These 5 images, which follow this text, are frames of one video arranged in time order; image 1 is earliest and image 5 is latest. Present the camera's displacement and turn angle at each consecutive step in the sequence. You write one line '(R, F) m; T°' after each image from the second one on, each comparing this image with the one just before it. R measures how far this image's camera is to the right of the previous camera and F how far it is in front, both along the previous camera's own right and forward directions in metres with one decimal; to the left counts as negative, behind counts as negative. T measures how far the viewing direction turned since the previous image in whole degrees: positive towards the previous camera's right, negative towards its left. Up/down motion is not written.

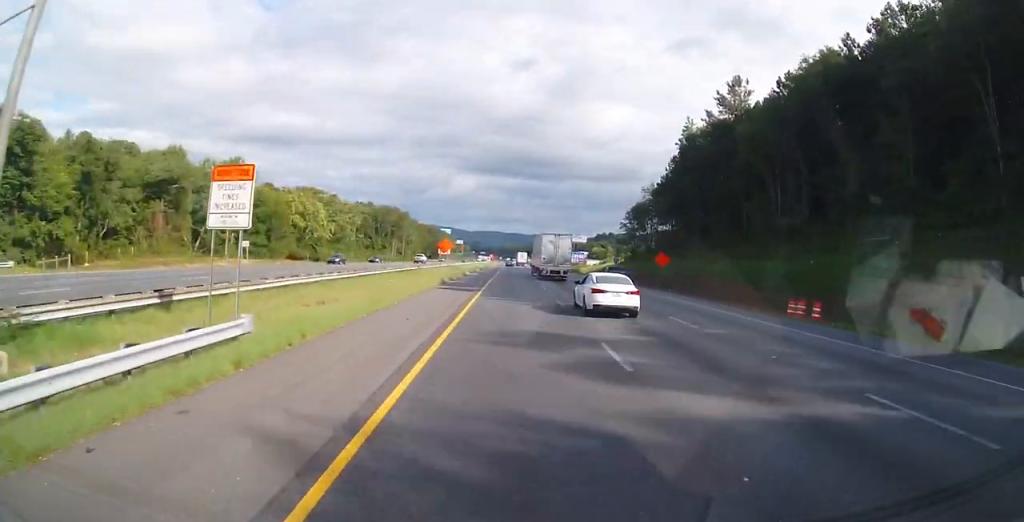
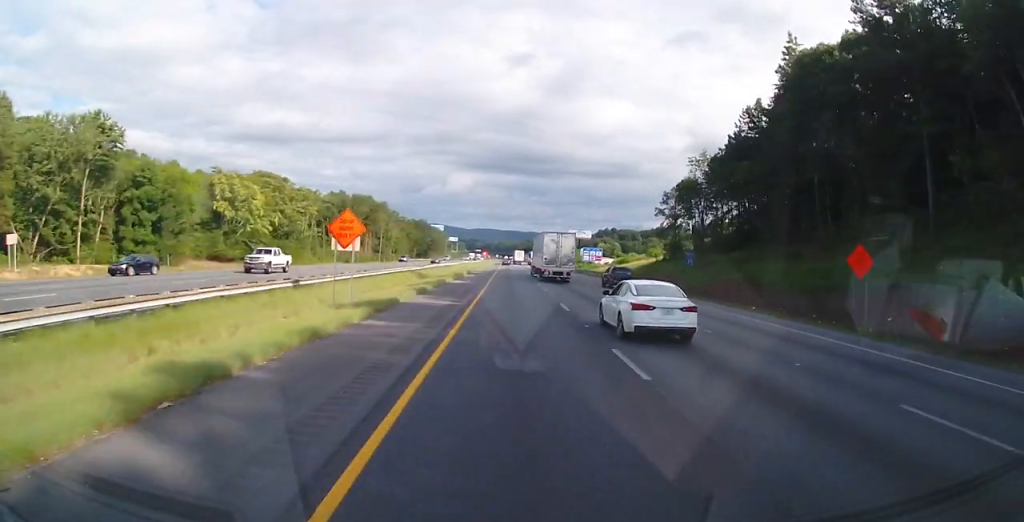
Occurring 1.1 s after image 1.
(0.0, +36.1) m; 0°
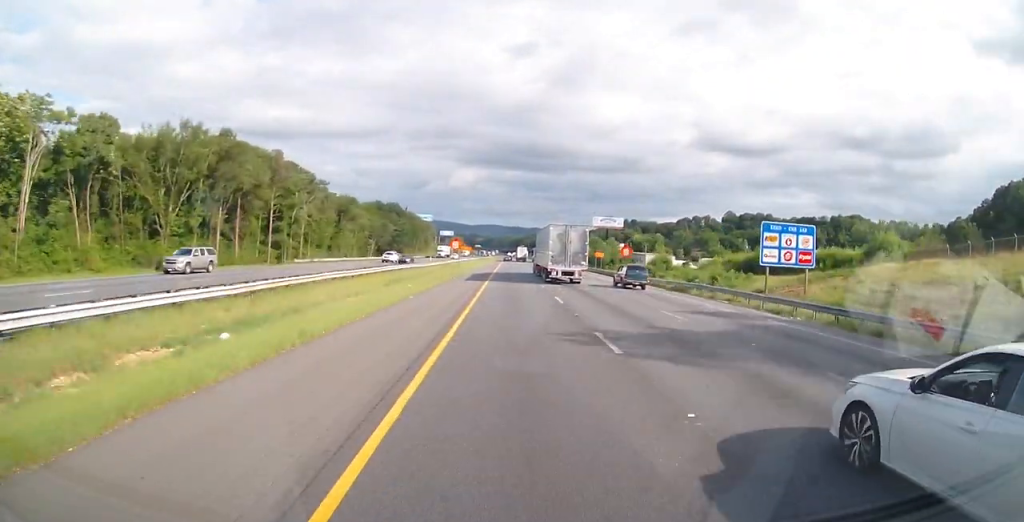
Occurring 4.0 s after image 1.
(+0.2, +92.1) m; +1°
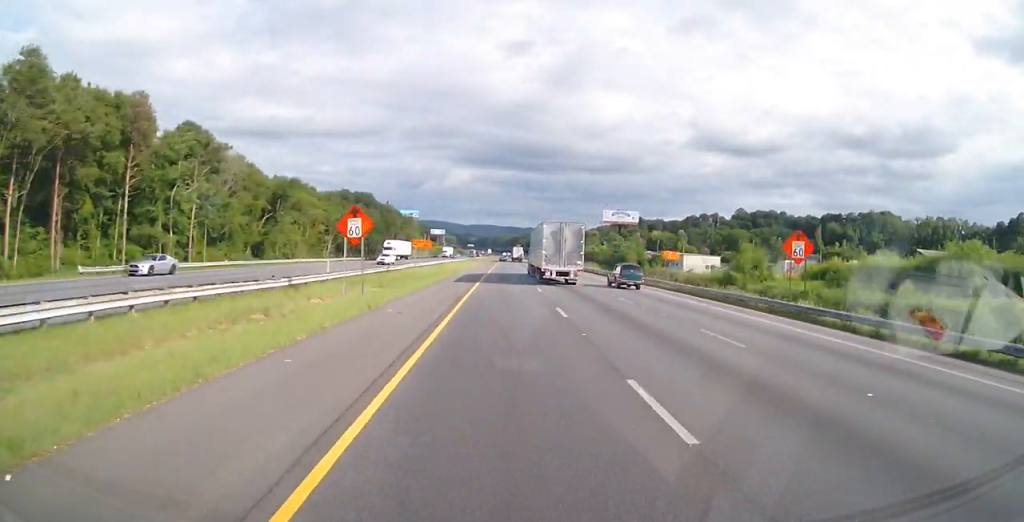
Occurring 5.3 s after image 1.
(+0.7, +41.5) m; +1°
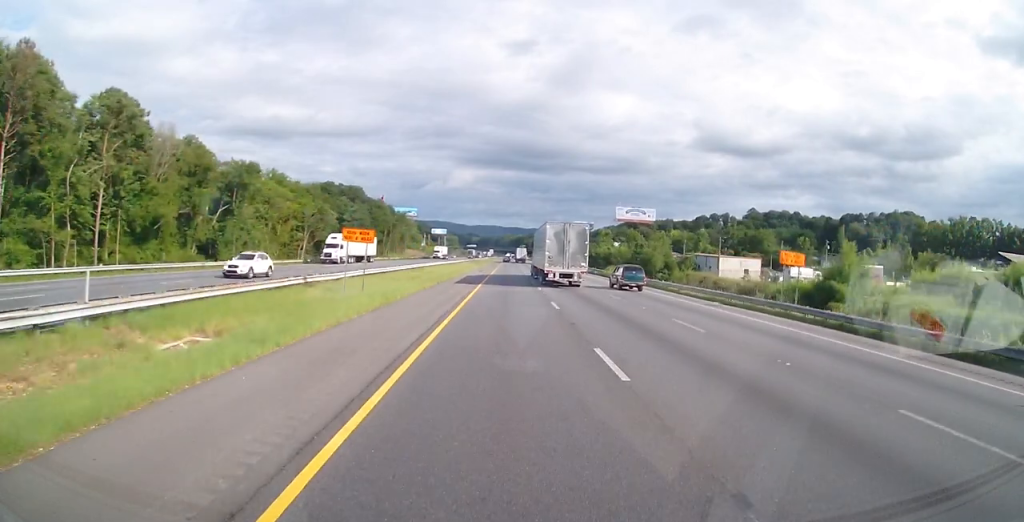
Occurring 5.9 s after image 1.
(-0.1, +21.1) m; 0°
